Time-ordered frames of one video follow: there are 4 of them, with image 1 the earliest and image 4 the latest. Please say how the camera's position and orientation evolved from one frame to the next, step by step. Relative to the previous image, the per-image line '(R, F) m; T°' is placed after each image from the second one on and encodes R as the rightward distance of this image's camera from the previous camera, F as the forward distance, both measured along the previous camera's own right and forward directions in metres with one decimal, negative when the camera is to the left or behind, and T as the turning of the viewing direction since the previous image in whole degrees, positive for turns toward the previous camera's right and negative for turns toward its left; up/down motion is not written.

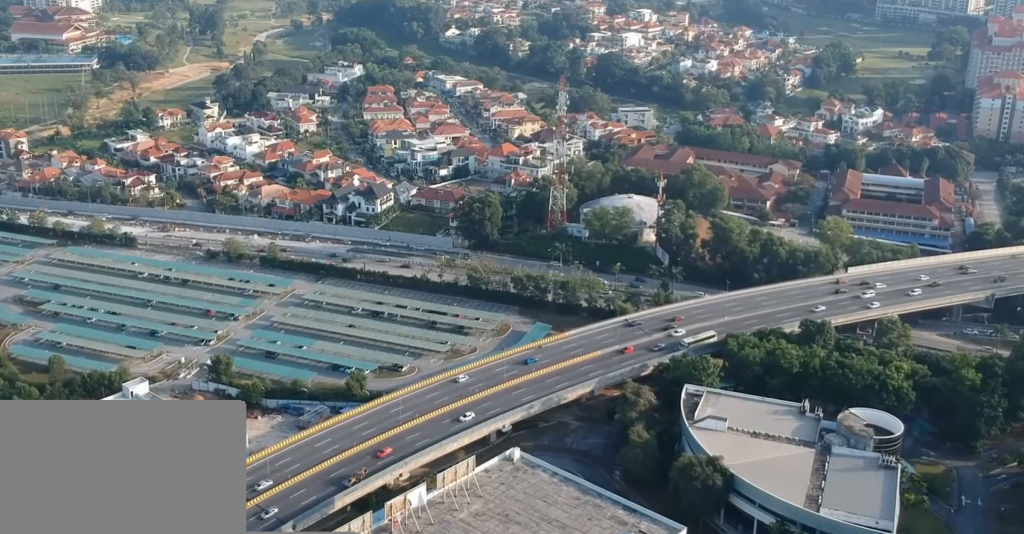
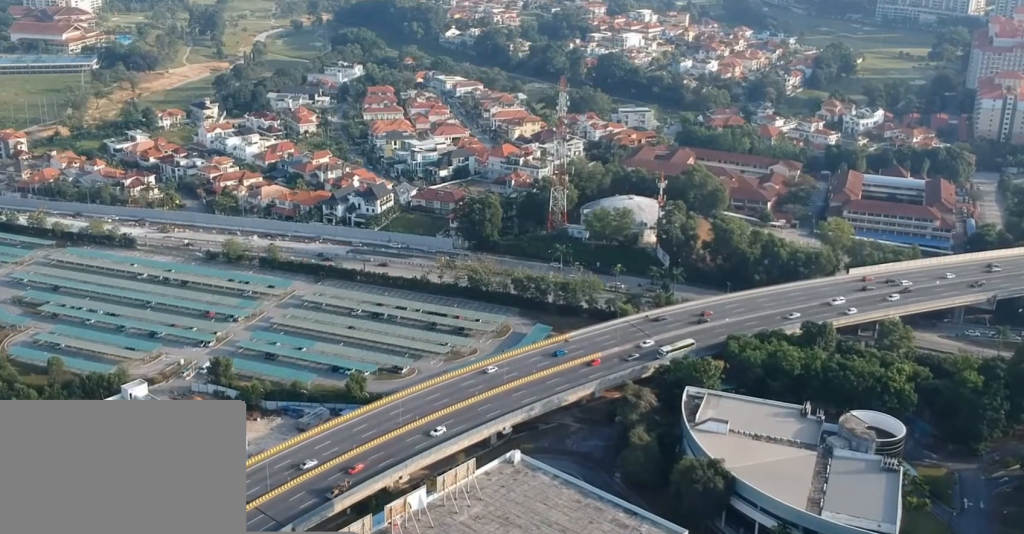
(0.0, +1.1) m; +1°
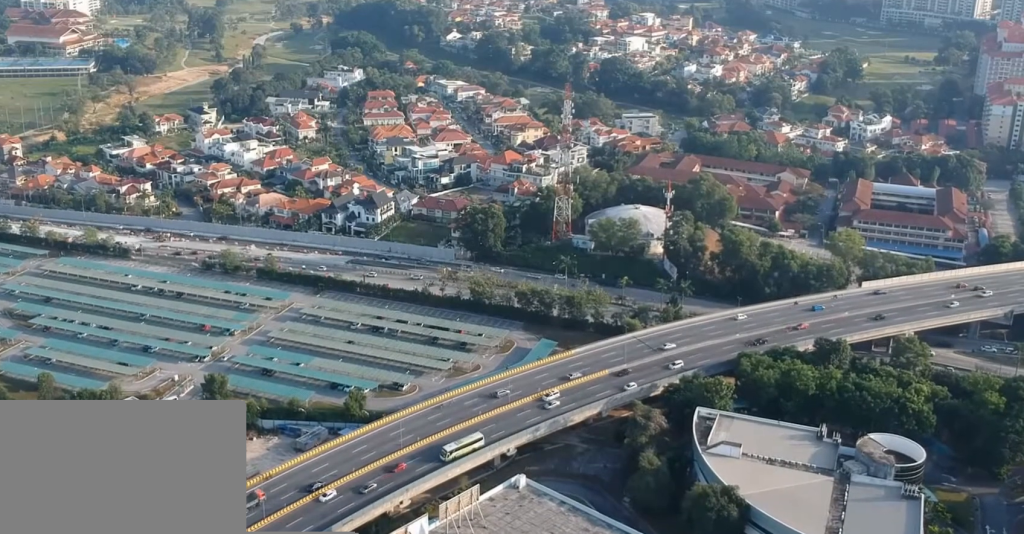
(+0.4, +10.6) m; +4°
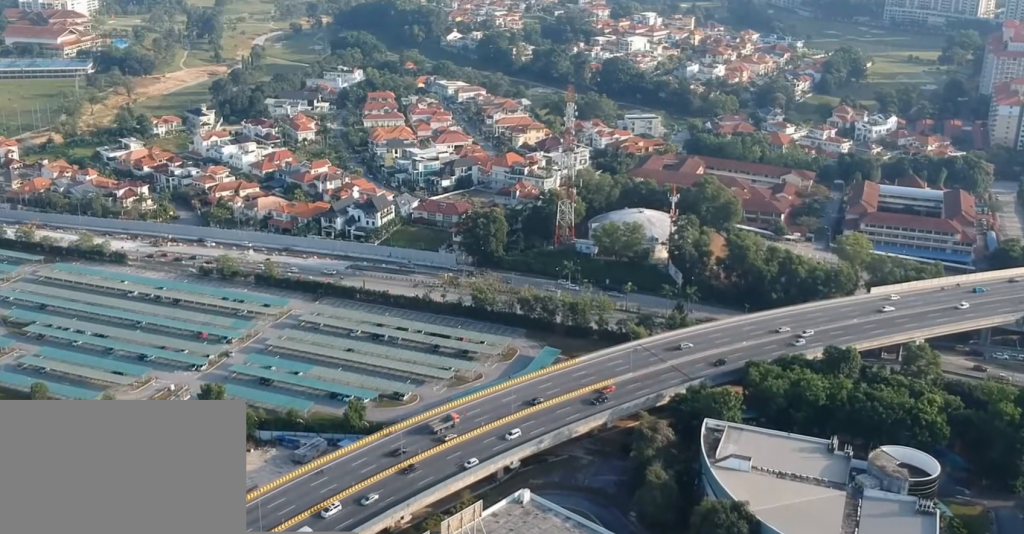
(+0.1, +7.1) m; 0°
